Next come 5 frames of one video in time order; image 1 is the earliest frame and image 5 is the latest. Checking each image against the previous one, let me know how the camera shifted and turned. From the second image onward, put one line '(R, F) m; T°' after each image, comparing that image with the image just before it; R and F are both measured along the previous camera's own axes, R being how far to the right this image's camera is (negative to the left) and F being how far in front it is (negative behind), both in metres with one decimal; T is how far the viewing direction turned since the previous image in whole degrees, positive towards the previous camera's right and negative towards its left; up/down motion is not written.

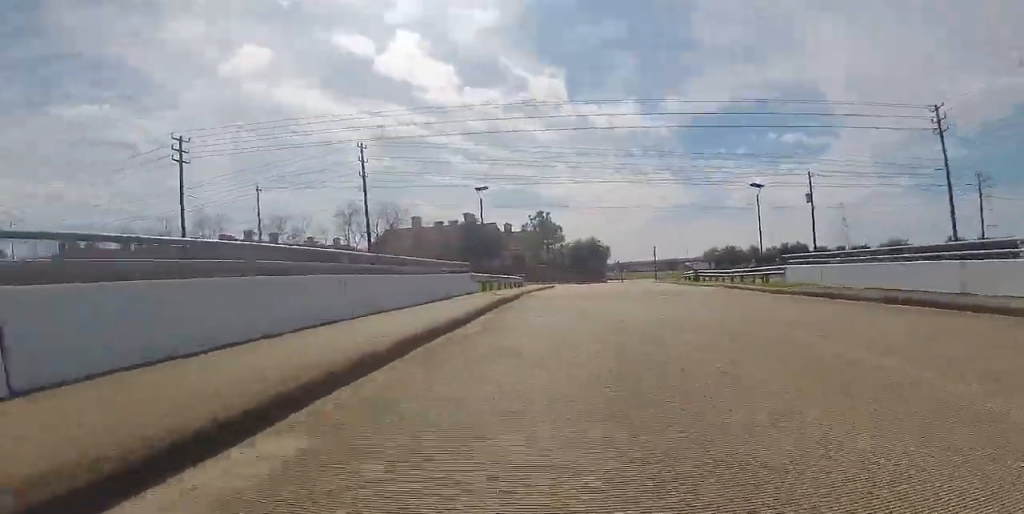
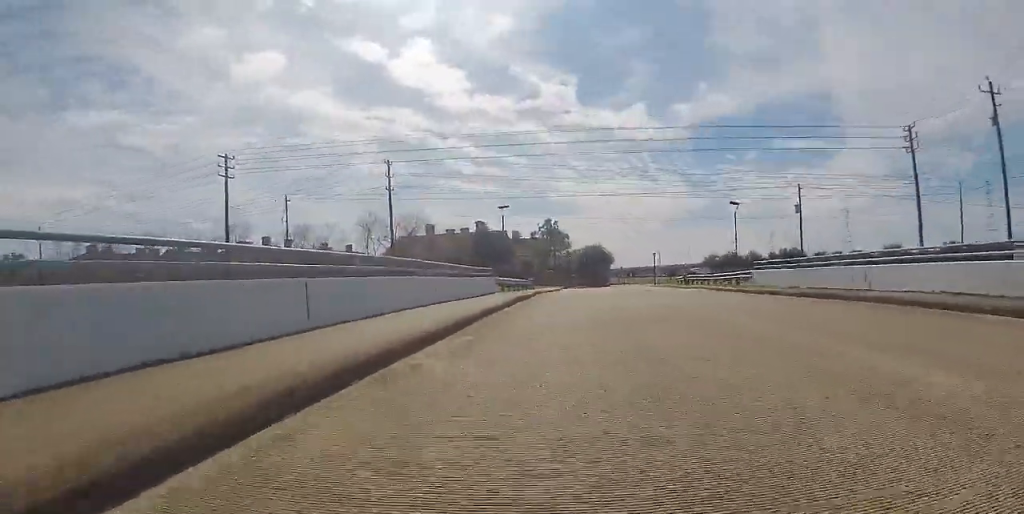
(0.0, +4.8) m; 0°
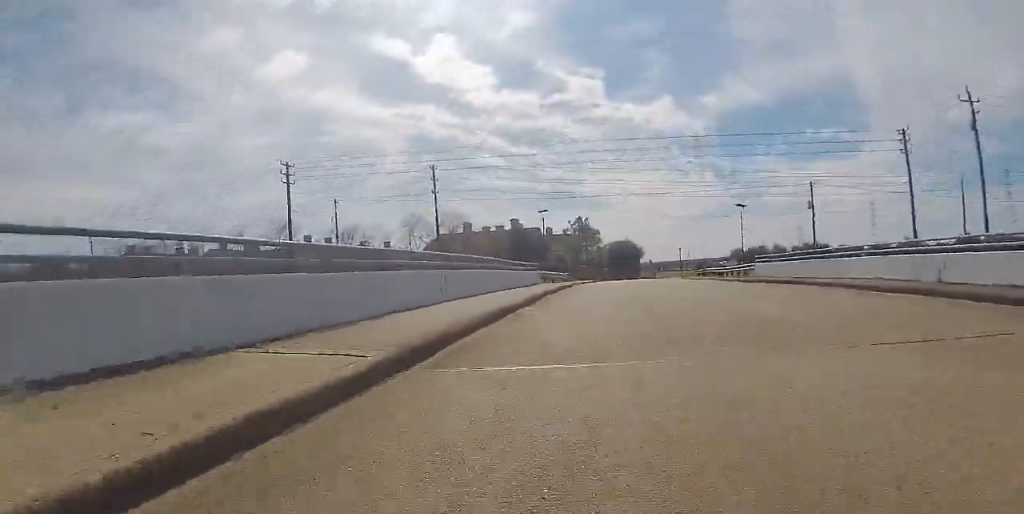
(0.0, +4.9) m; 0°
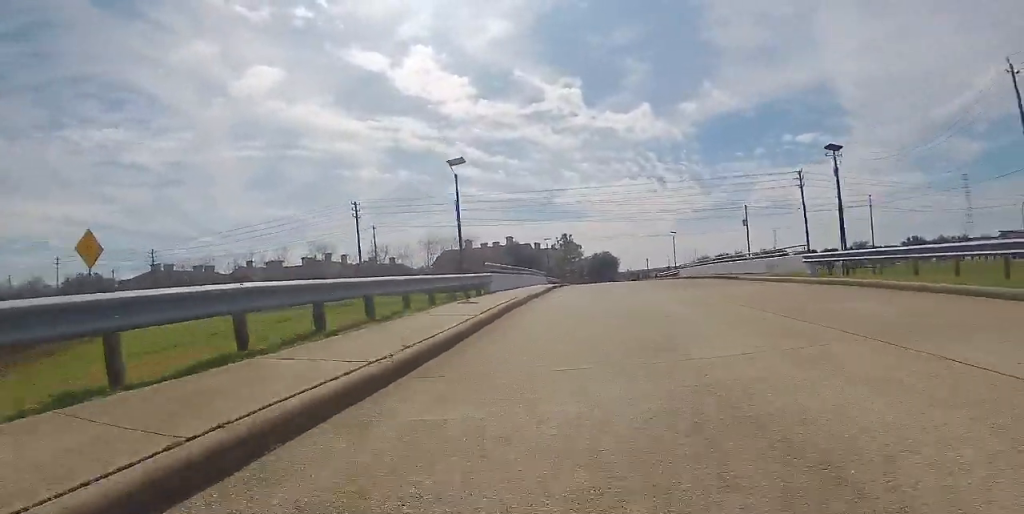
(-0.3, +17.2) m; 0°
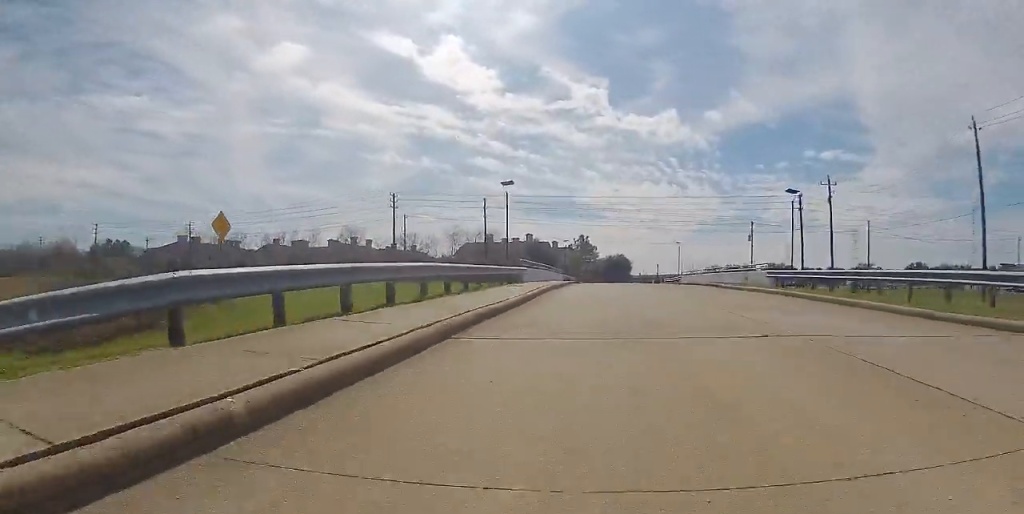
(+0.1, +5.6) m; +3°
